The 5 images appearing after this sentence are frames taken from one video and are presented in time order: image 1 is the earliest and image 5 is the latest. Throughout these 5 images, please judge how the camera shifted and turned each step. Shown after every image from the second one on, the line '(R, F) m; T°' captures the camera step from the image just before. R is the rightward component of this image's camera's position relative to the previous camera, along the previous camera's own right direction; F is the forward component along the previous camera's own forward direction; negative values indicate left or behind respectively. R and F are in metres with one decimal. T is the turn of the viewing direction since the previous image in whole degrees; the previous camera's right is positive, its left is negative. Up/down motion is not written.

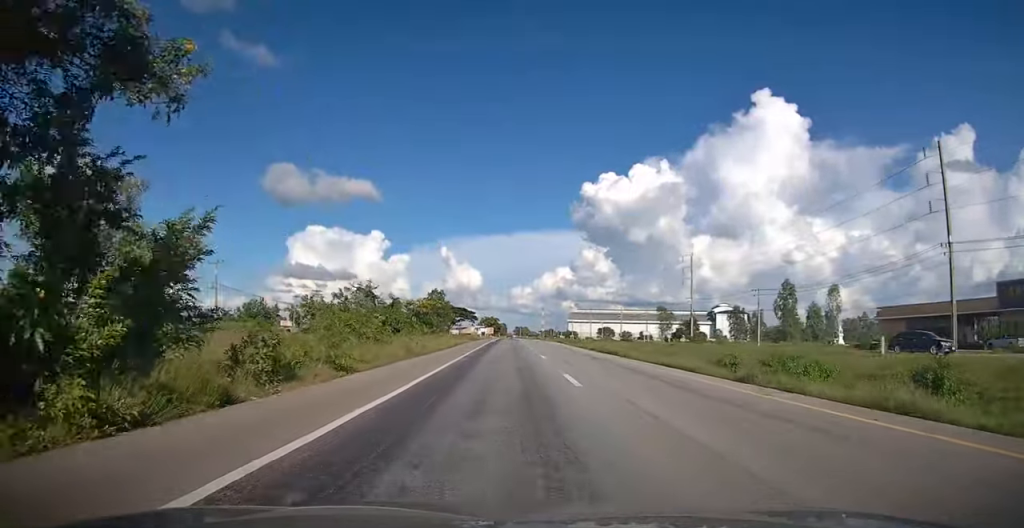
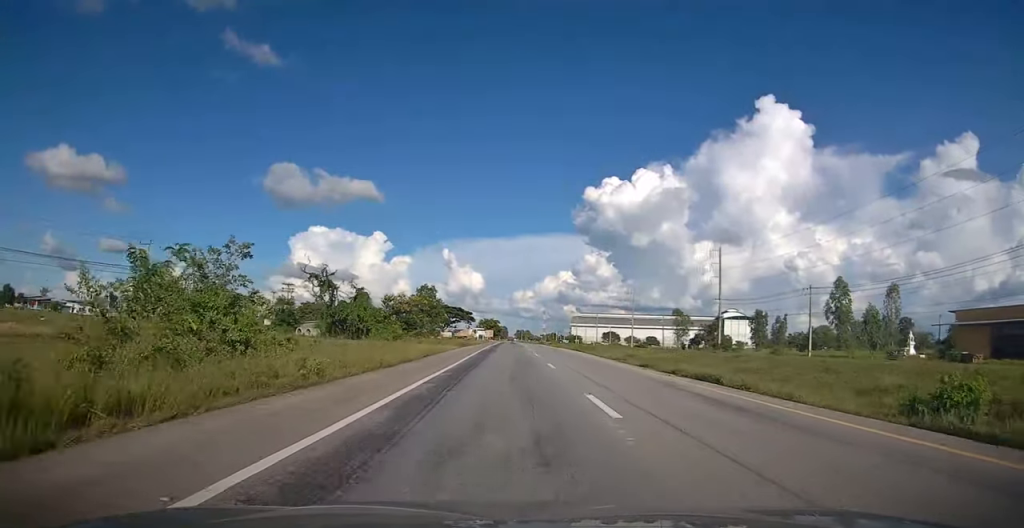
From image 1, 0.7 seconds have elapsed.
(-0.1, +16.1) m; 0°
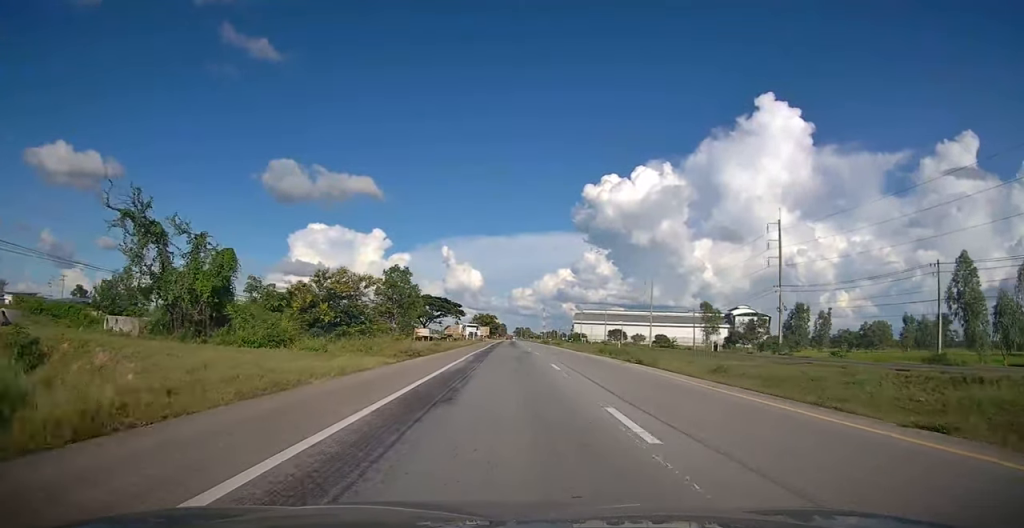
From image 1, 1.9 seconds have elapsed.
(-0.1, +25.6) m; 0°
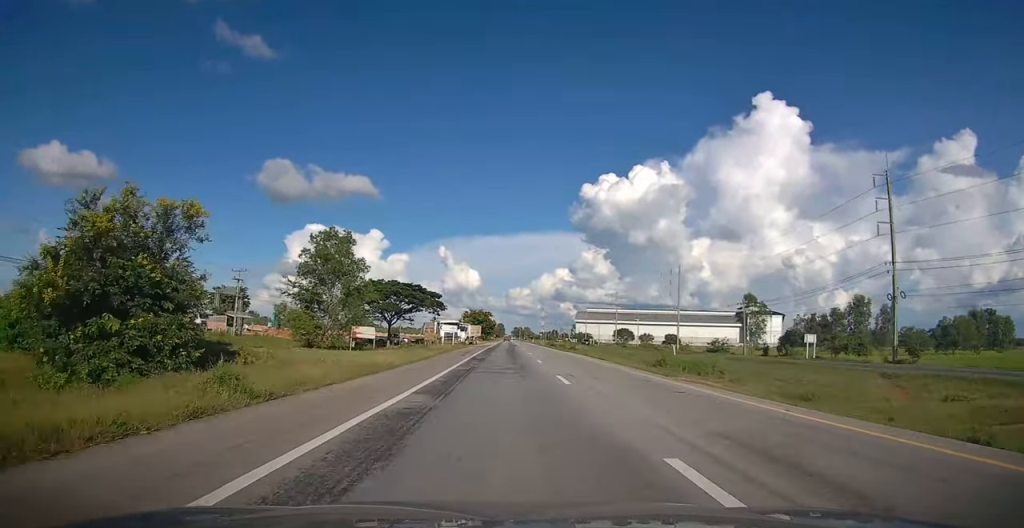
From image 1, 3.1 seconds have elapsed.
(+0.1, +27.6) m; 0°
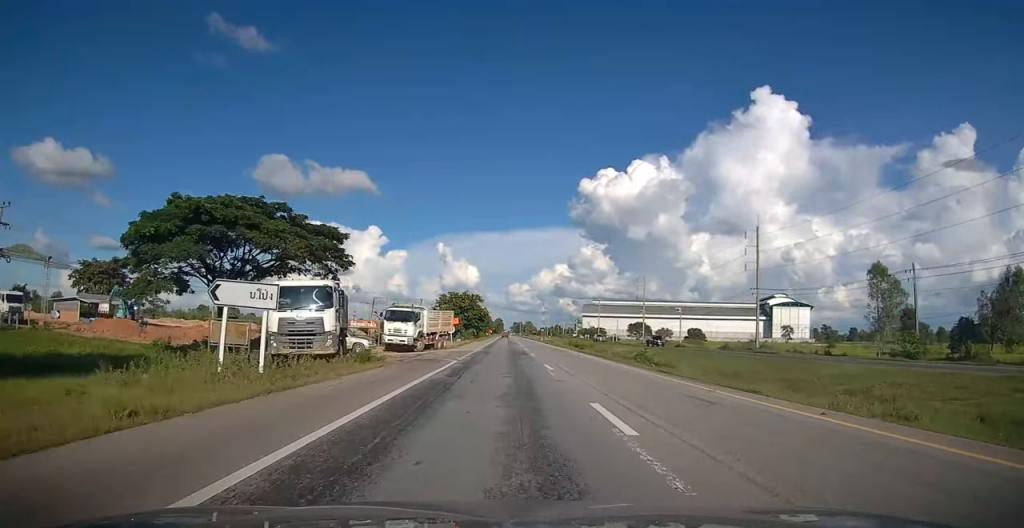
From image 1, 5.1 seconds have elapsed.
(-0.3, +43.7) m; 0°
